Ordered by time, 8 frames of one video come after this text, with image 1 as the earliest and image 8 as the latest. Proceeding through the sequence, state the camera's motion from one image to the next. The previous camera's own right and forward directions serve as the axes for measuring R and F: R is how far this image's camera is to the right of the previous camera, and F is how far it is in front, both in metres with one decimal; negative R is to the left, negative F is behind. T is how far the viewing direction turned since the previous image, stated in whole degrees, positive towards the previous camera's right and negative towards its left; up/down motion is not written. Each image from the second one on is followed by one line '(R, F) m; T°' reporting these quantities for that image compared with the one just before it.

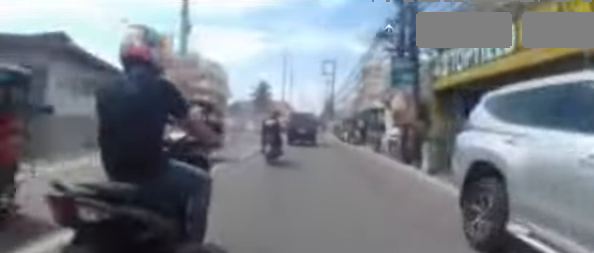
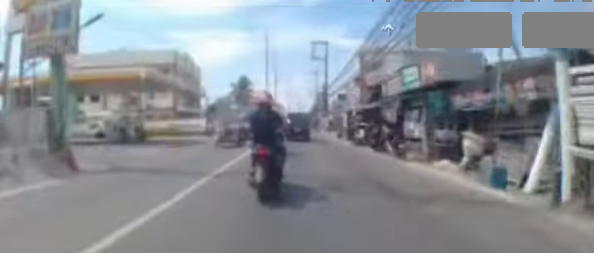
(-0.3, +10.9) m; 0°
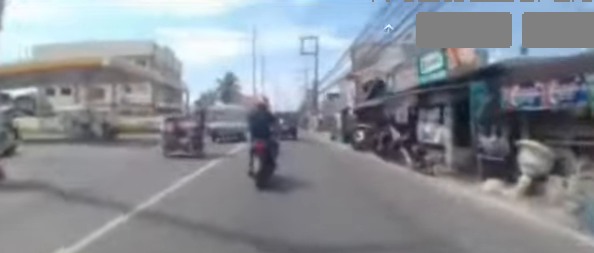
(+0.1, +3.3) m; +2°
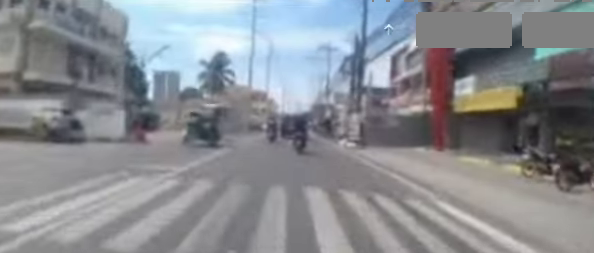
(+1.9, +23.2) m; +5°
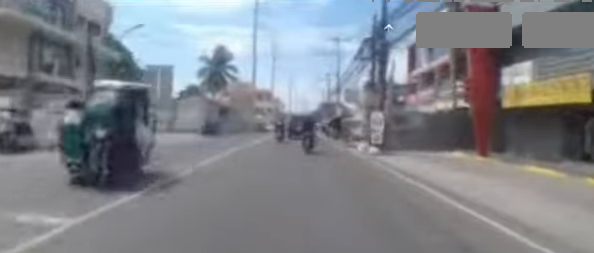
(0.0, +3.9) m; -1°
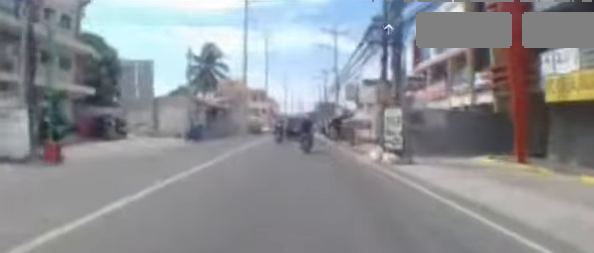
(0.0, +3.0) m; -1°
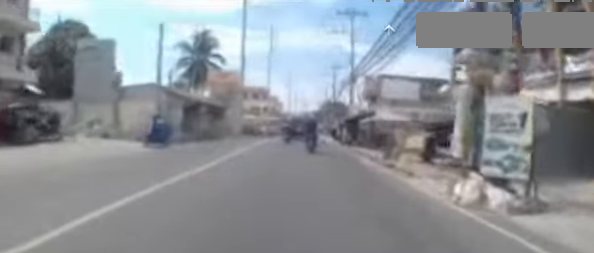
(-0.1, +6.5) m; +1°
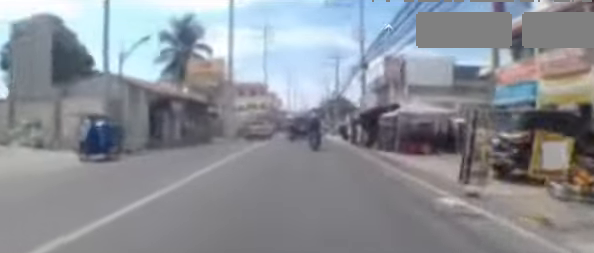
(+0.1, +5.2) m; +1°
